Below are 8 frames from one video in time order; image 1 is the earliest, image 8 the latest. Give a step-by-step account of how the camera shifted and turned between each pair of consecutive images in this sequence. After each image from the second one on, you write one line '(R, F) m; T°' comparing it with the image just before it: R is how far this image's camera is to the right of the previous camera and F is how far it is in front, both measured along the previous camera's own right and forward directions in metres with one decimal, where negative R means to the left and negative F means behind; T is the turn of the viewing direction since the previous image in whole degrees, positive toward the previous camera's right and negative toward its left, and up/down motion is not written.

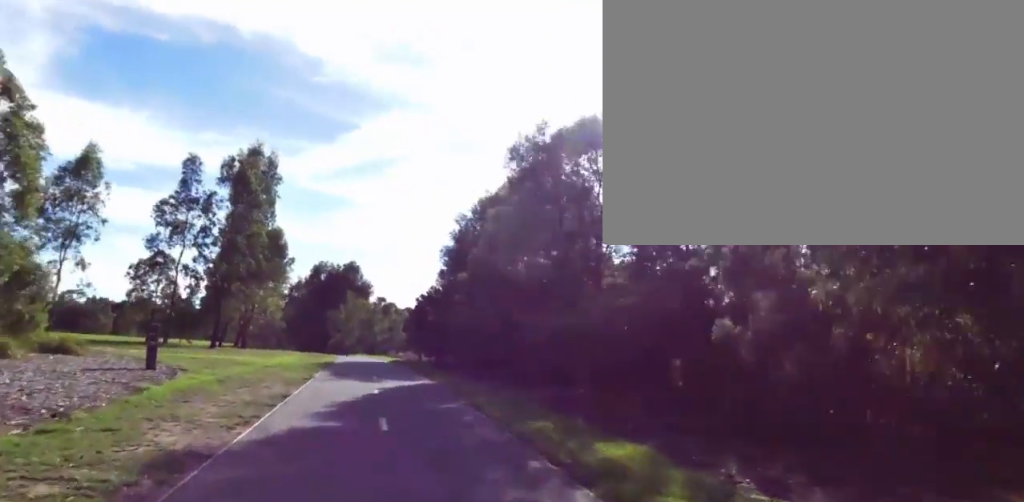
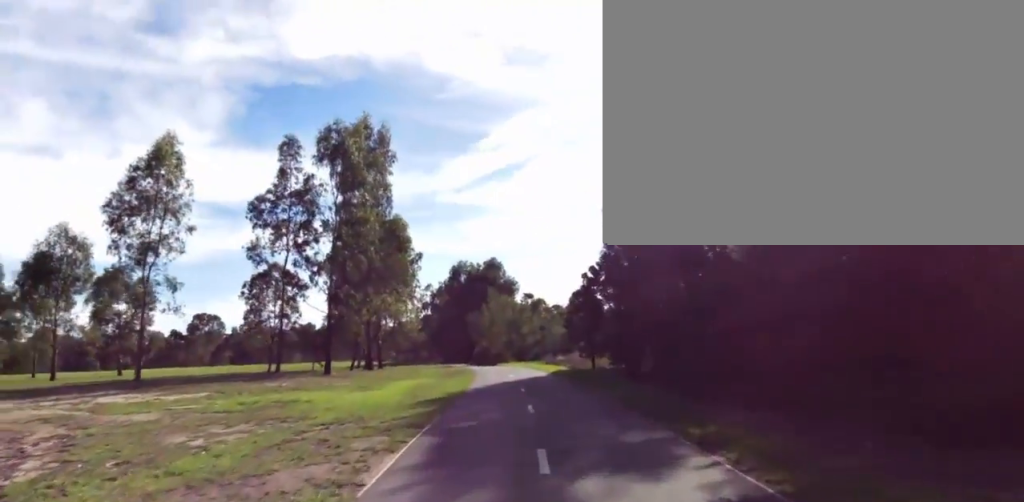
(+0.8, +8.2) m; +16°
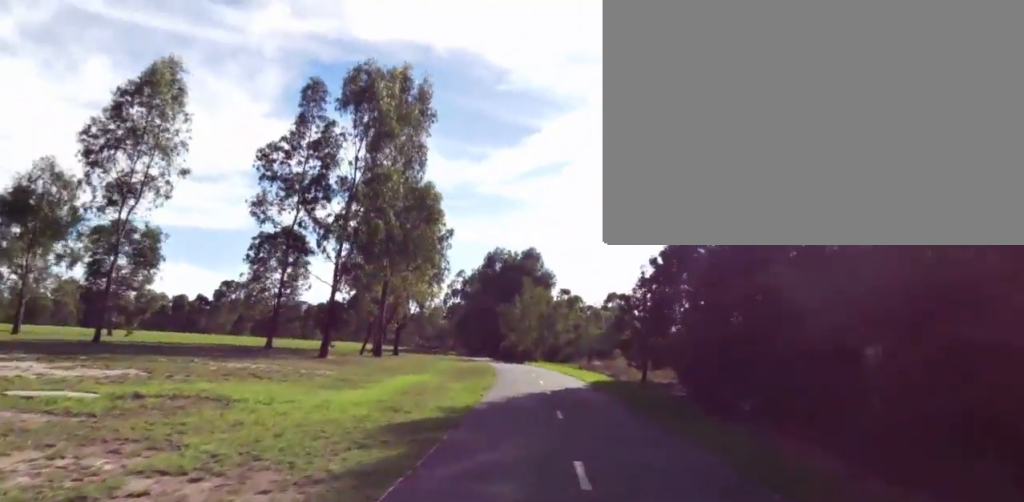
(+0.4, +3.7) m; -1°
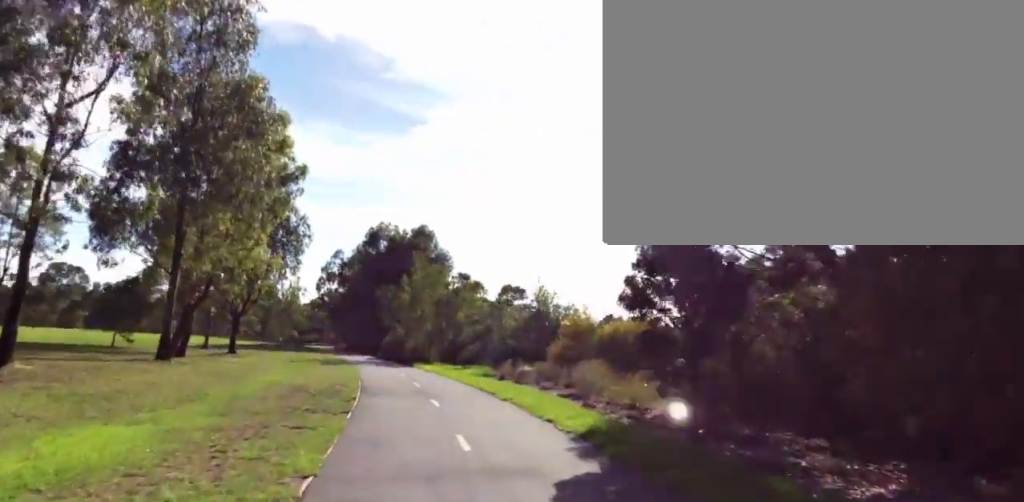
(-1.3, +10.6) m; -5°
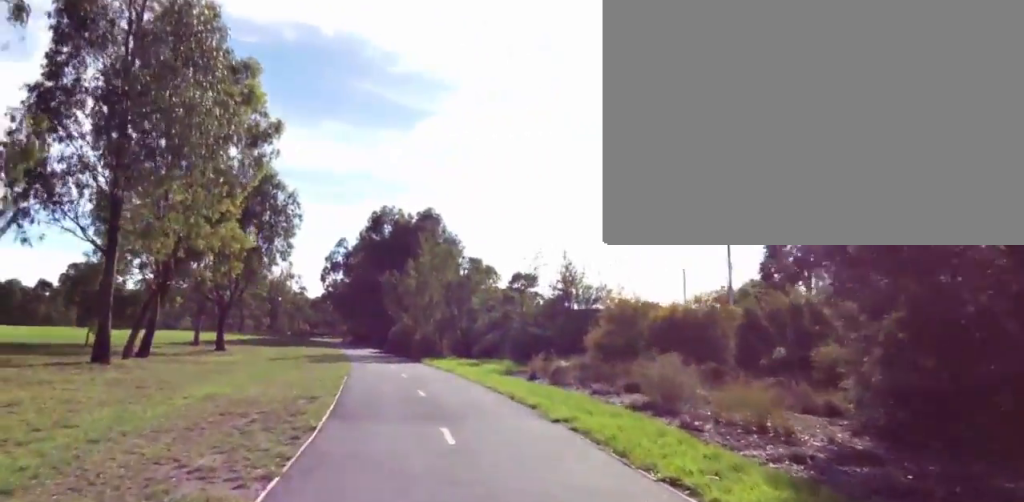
(-0.1, +4.7) m; +12°
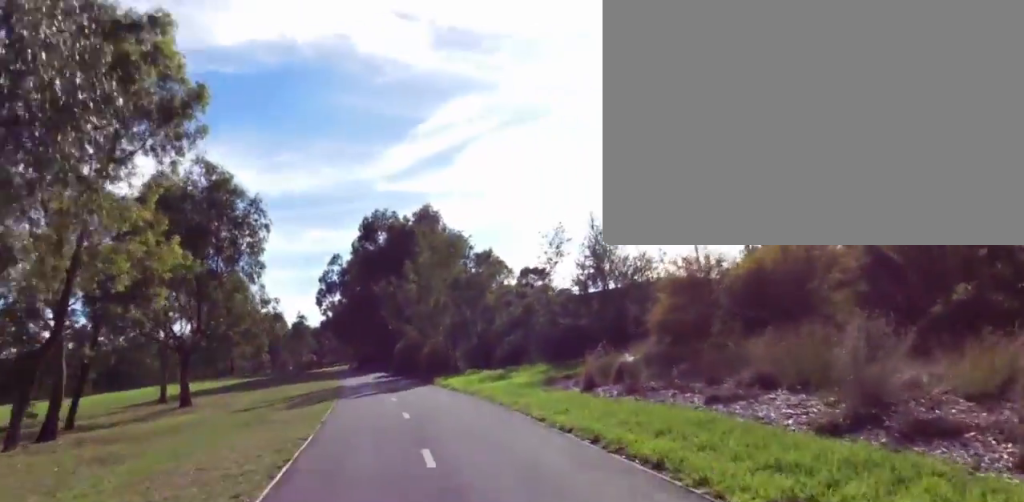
(+1.2, +4.2) m; -9°
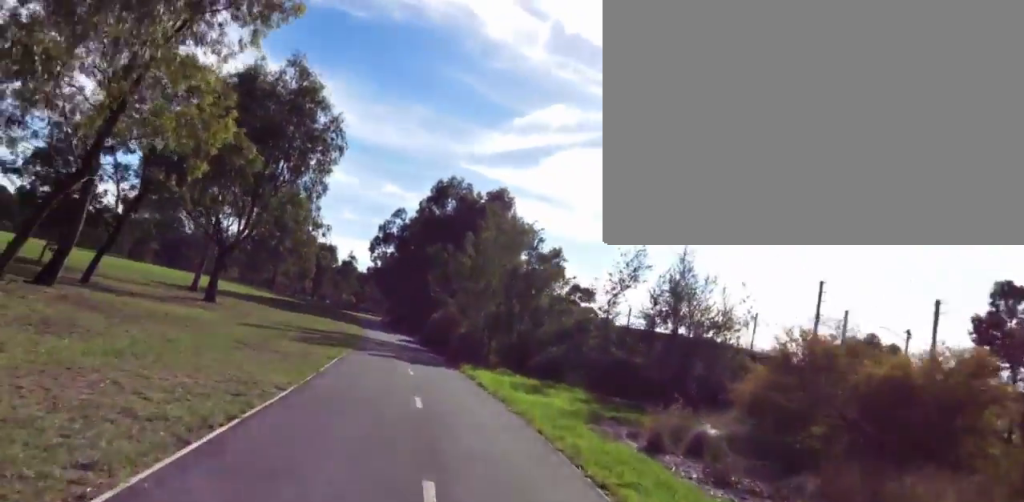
(-0.5, +2.1) m; -13°
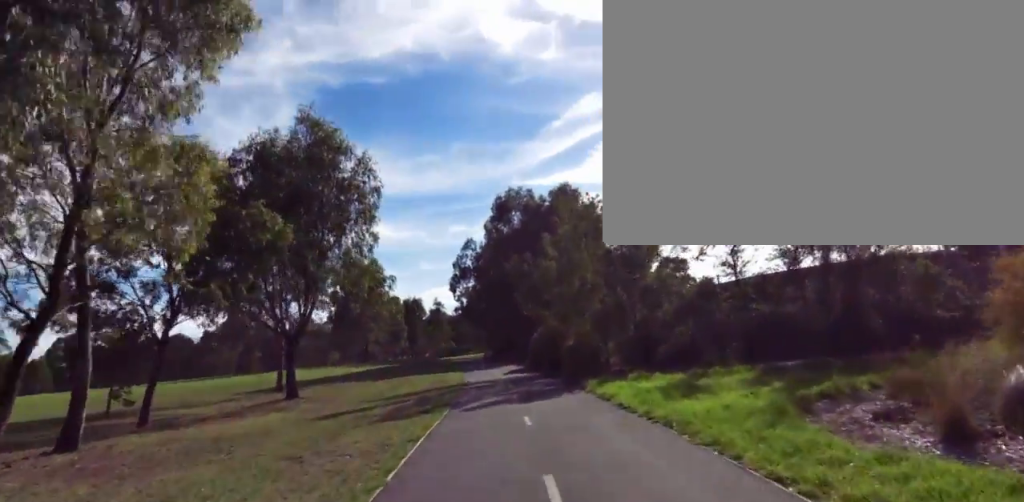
(-0.7, +2.9) m; -20°
